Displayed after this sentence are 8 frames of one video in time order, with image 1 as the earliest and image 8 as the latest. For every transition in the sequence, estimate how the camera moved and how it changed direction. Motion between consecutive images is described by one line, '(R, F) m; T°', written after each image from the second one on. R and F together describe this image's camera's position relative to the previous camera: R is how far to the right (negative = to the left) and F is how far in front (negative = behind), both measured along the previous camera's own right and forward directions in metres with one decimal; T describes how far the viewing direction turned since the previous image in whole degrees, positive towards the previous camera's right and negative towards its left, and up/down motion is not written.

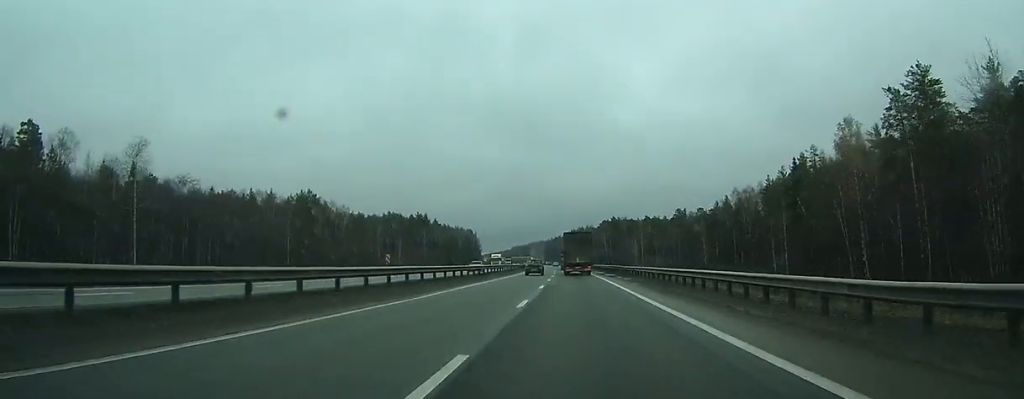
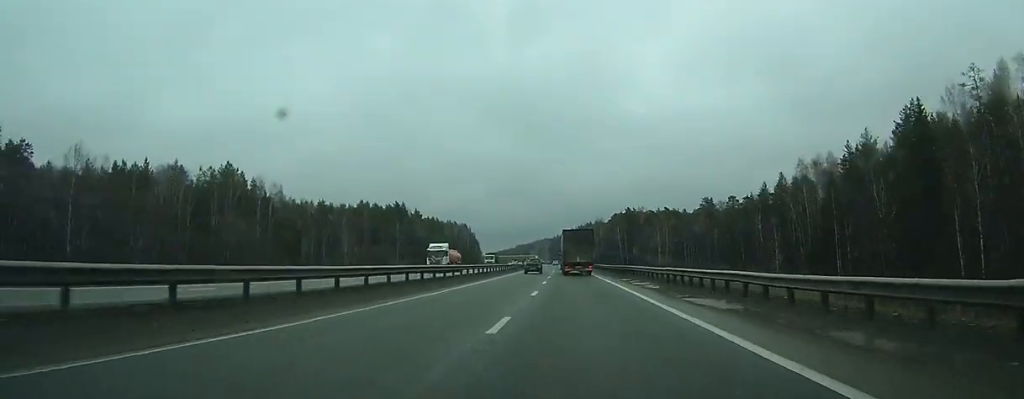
(-0.6, +42.1) m; -1°
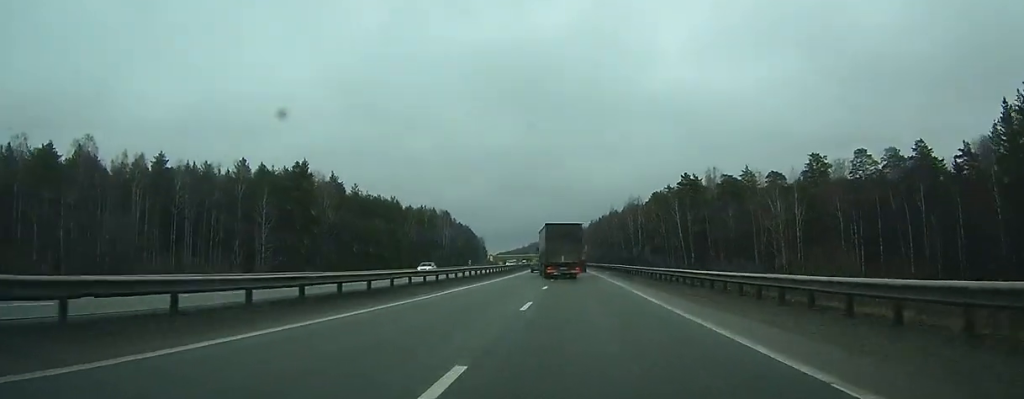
(-2.0, +90.2) m; -2°
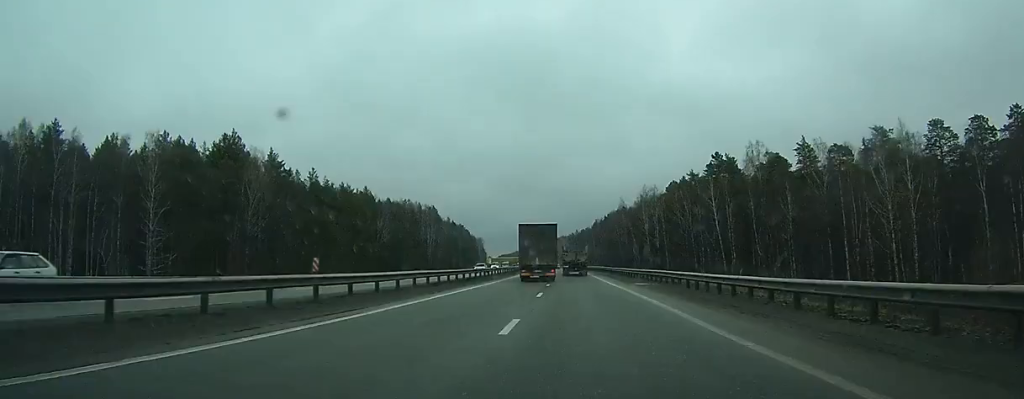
(-0.1, +29.2) m; 0°
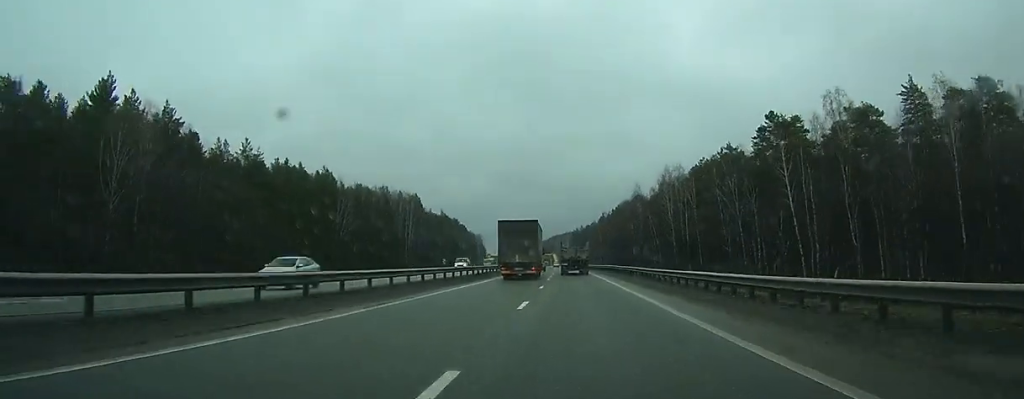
(+0.1, +30.5) m; 0°
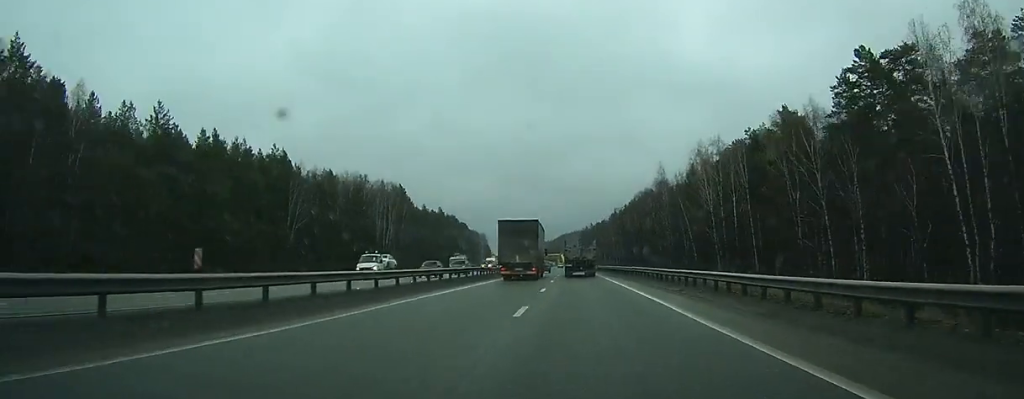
(0.0, +27.0) m; -1°
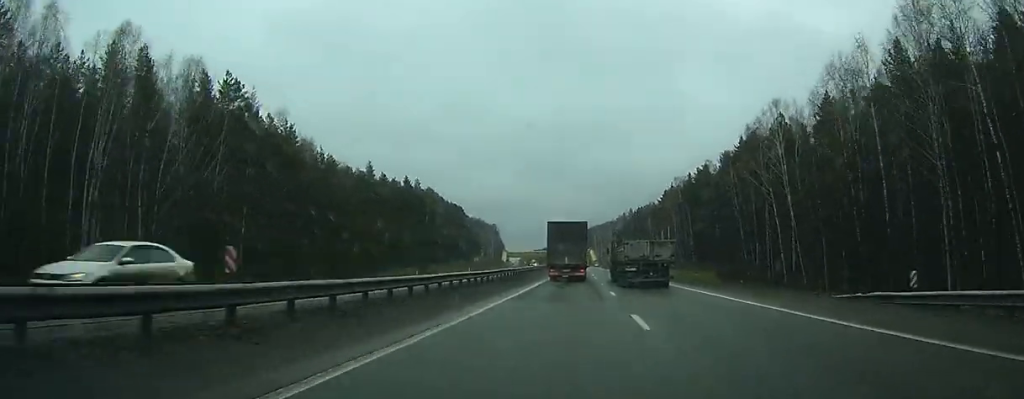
(-2.4, +97.3) m; -2°
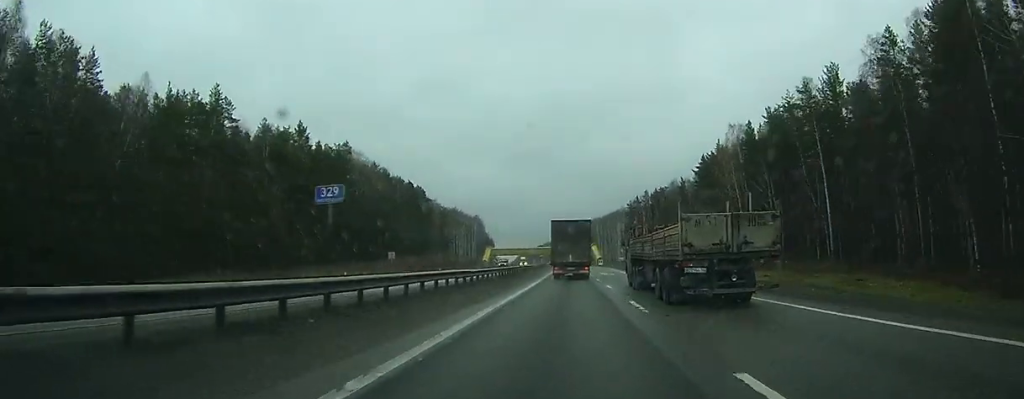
(+0.5, +66.7) m; +1°
